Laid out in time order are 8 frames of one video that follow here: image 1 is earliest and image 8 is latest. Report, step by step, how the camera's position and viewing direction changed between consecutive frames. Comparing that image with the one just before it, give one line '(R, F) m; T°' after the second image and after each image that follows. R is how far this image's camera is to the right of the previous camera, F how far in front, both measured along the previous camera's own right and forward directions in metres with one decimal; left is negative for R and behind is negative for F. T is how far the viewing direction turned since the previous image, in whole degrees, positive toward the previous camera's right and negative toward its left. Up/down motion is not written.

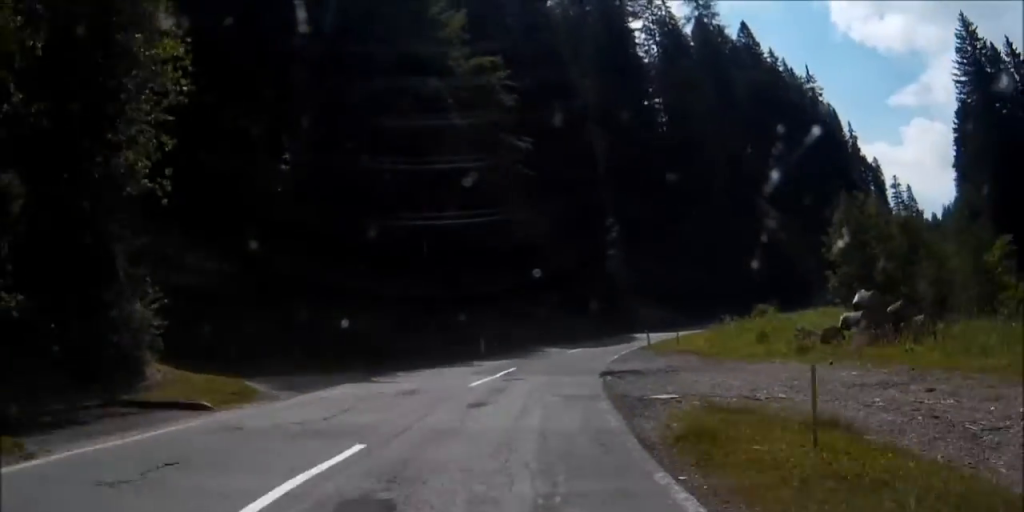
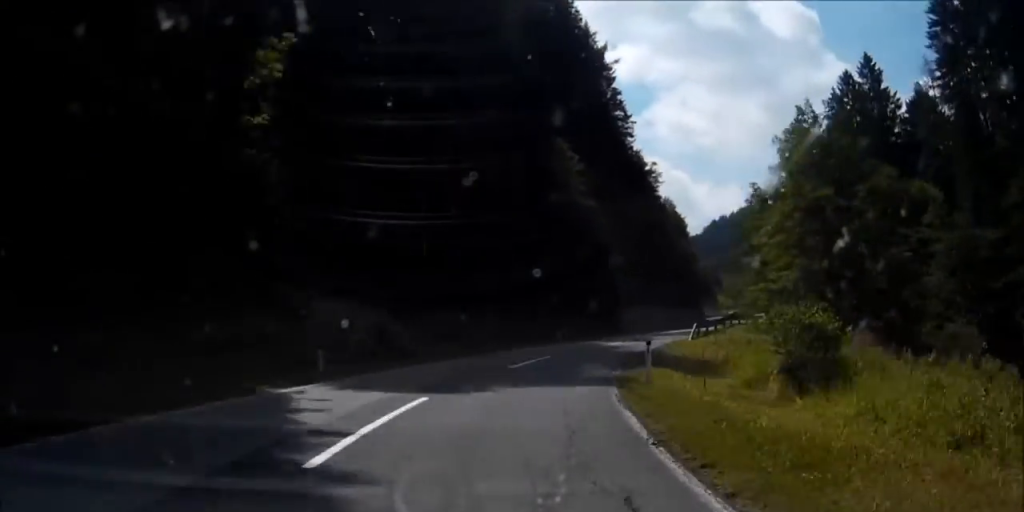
(+10.2, +39.0) m; +26°
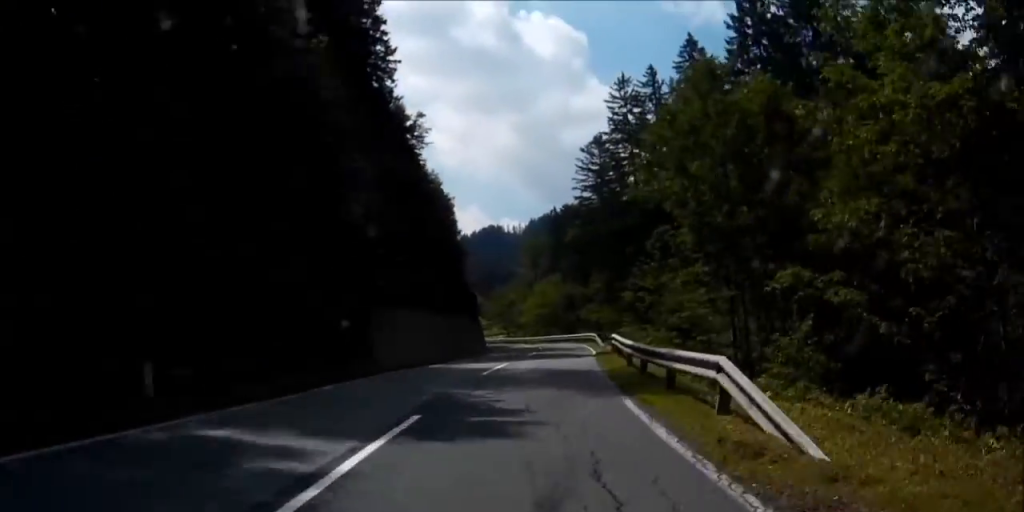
(+4.7, +29.3) m; +14°
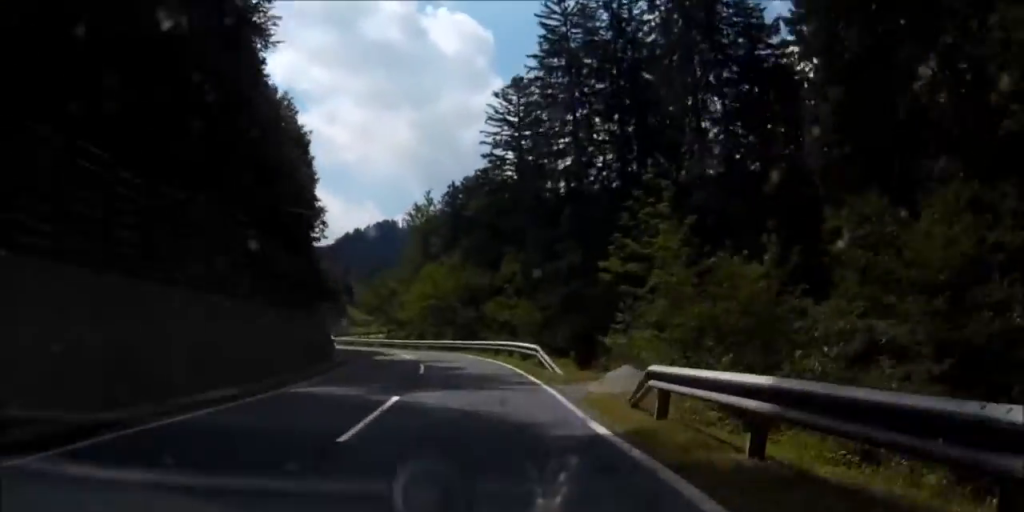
(+1.6, +23.1) m; +1°
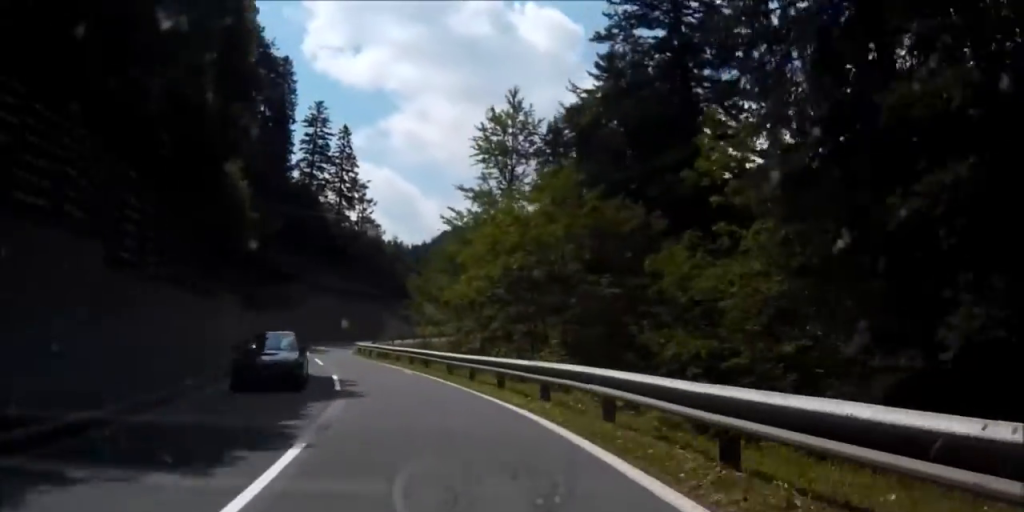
(-2.3, +31.6) m; -10°
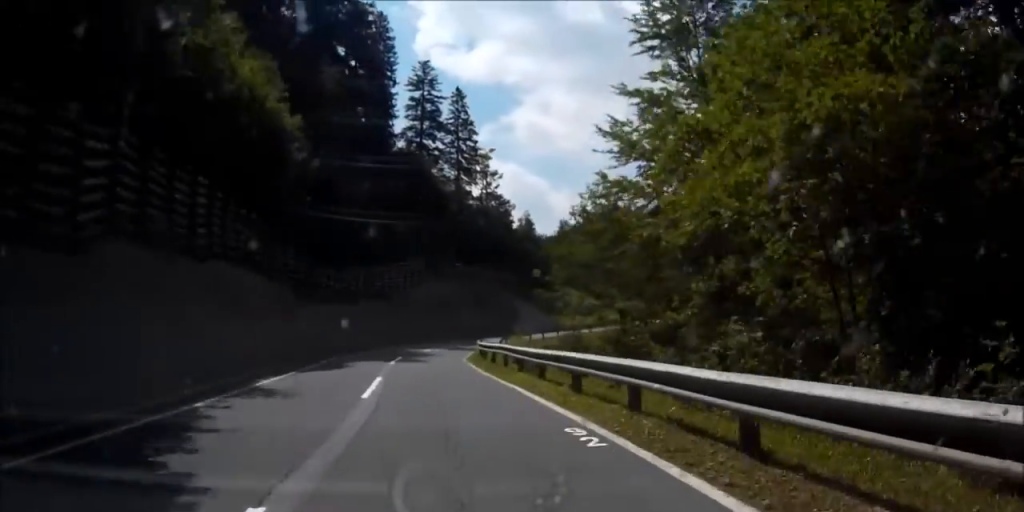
(-0.6, +15.6) m; -3°
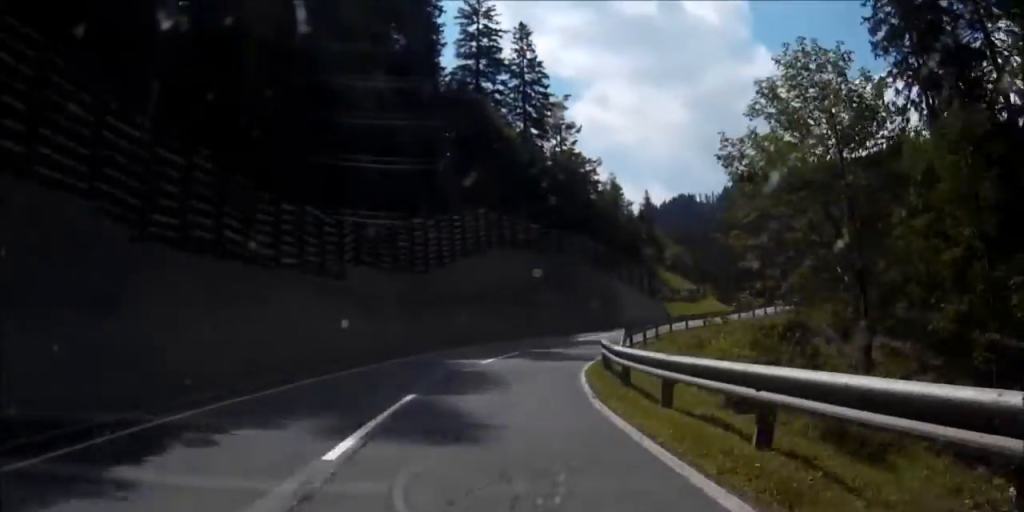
(-0.3, +19.3) m; 0°
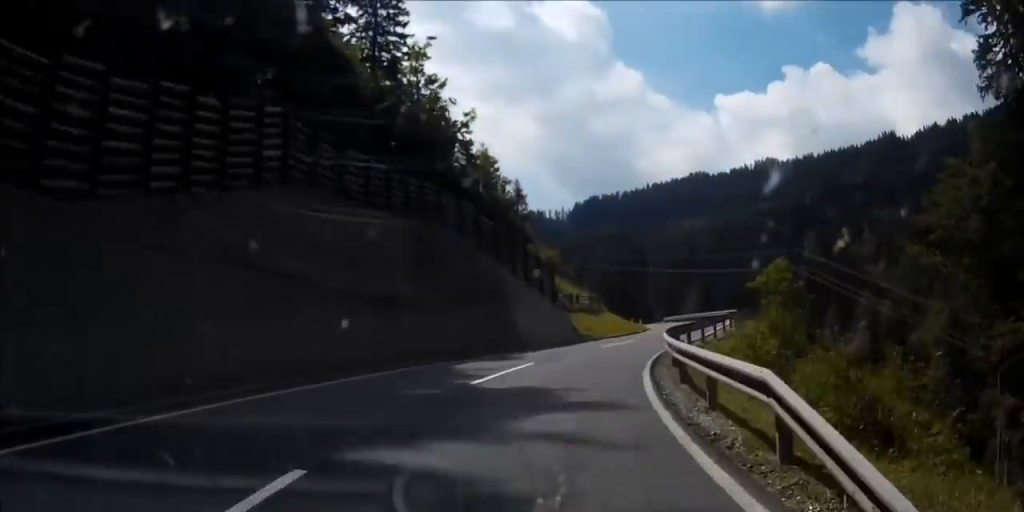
(-0.3, +21.1) m; +6°
